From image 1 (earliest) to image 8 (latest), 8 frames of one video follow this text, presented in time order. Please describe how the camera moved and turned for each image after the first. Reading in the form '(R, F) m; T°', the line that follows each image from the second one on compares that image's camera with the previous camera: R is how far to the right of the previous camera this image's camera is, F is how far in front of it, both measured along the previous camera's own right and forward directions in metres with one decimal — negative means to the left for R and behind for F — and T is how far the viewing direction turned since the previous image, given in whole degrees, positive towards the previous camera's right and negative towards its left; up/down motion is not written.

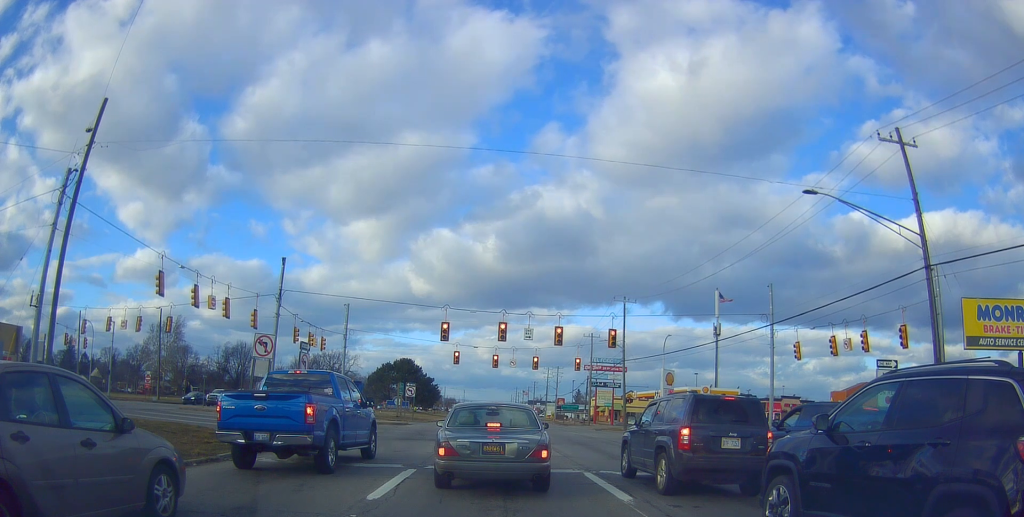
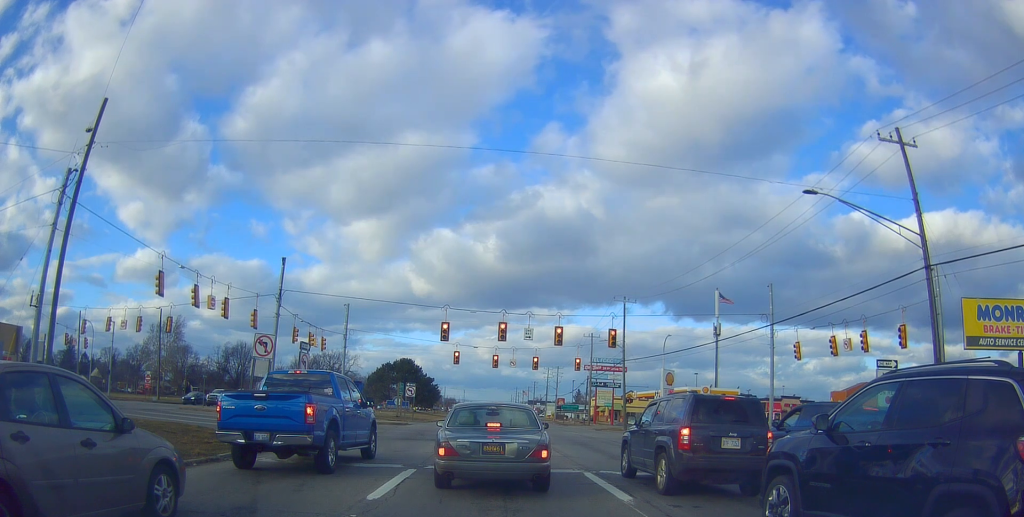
(0.0, 0.0) m; 0°
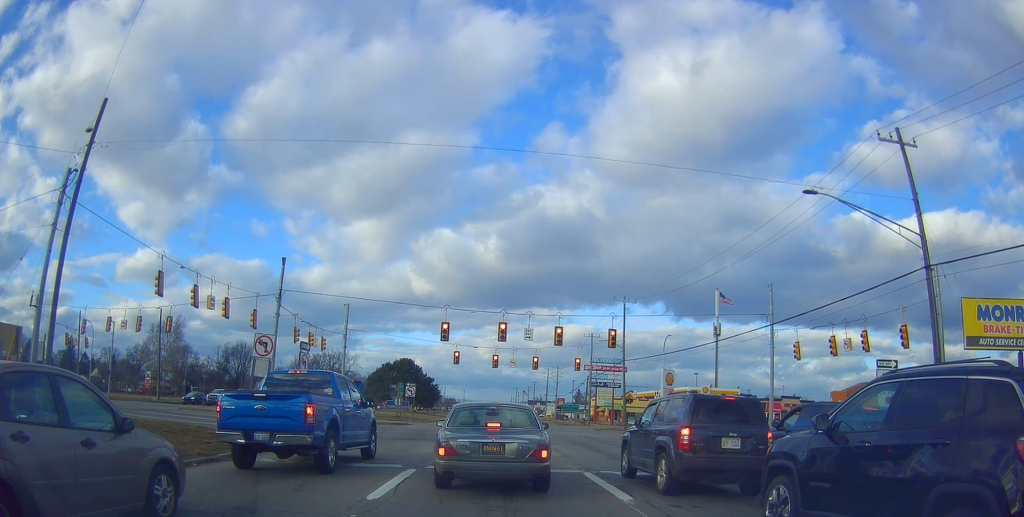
(0.0, 0.0) m; 0°
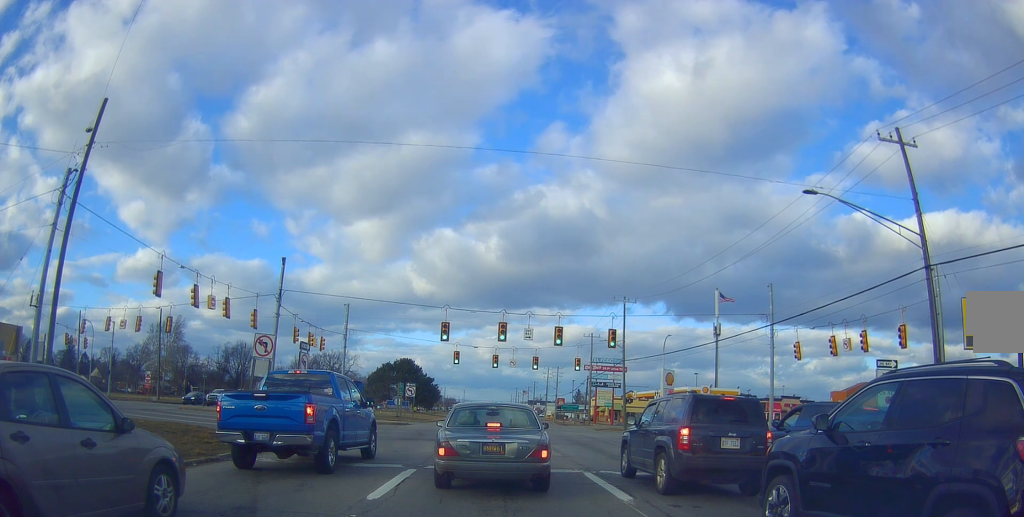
(0.0, 0.0) m; 0°
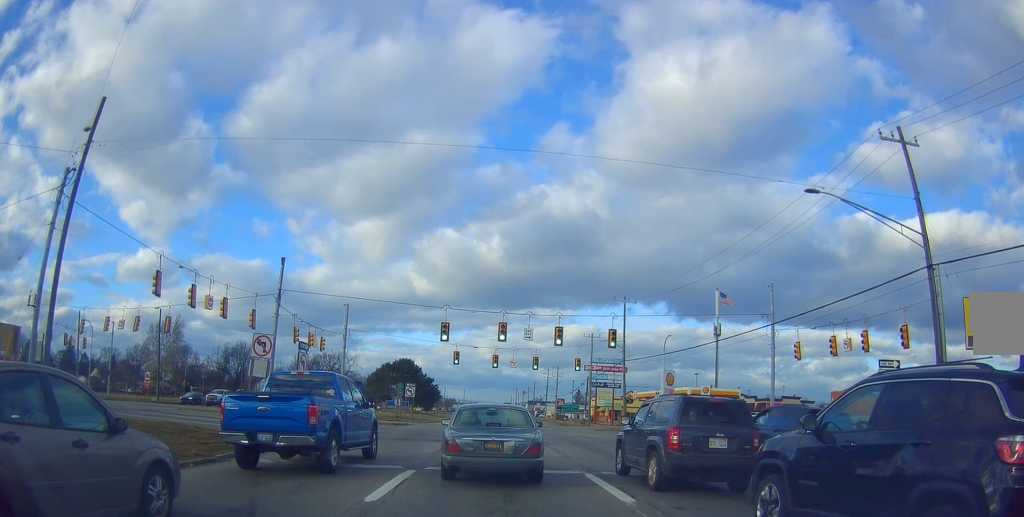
(0.0, 0.0) m; 0°
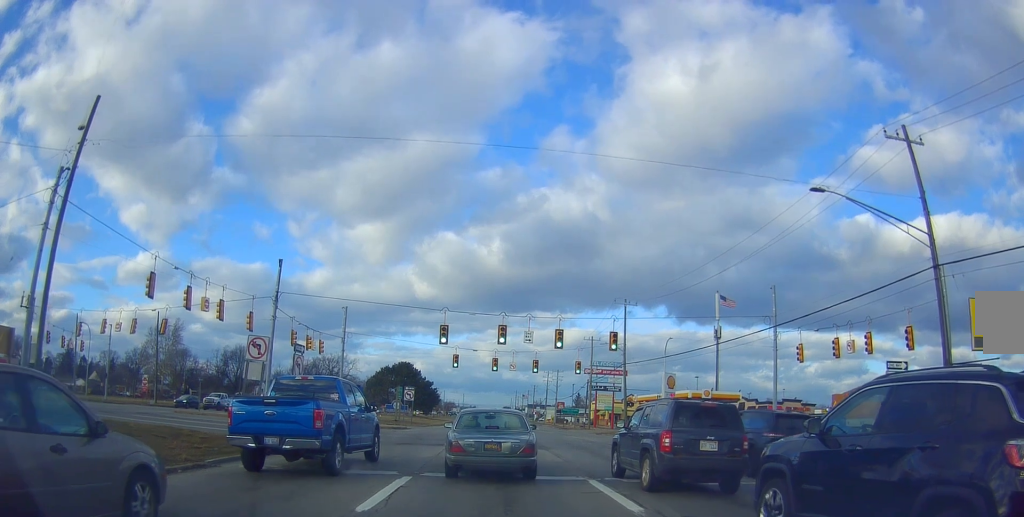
(0.0, 0.0) m; 0°
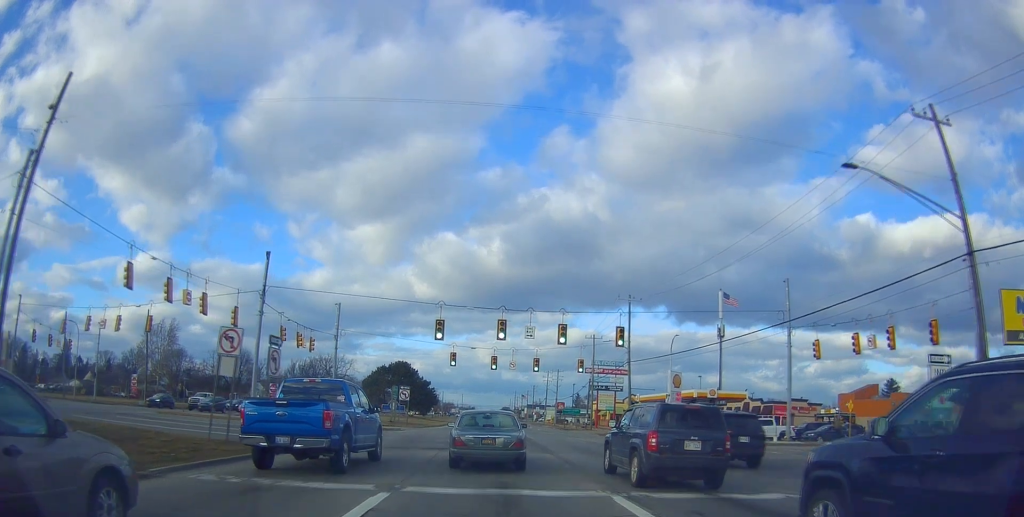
(0.0, +0.8) m; 0°
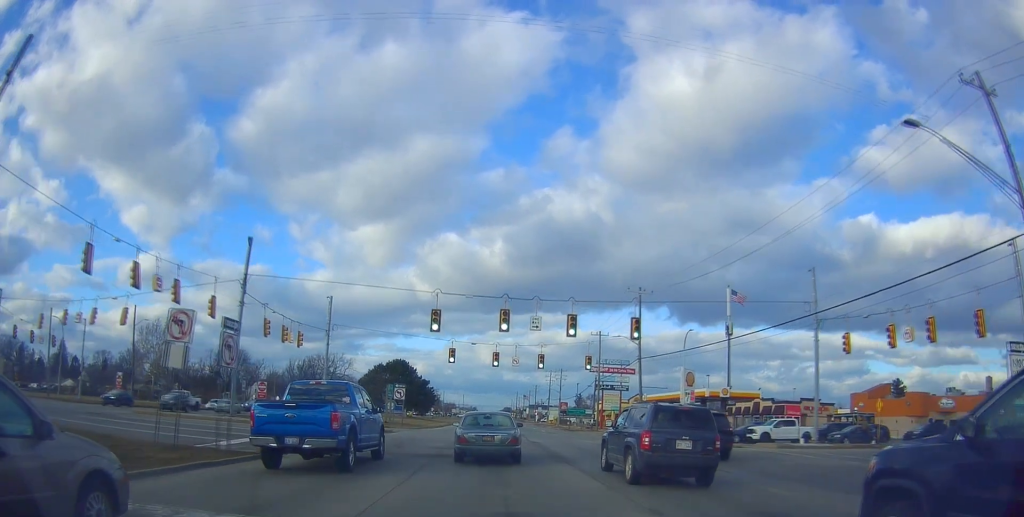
(0.0, +2.3) m; +2°
